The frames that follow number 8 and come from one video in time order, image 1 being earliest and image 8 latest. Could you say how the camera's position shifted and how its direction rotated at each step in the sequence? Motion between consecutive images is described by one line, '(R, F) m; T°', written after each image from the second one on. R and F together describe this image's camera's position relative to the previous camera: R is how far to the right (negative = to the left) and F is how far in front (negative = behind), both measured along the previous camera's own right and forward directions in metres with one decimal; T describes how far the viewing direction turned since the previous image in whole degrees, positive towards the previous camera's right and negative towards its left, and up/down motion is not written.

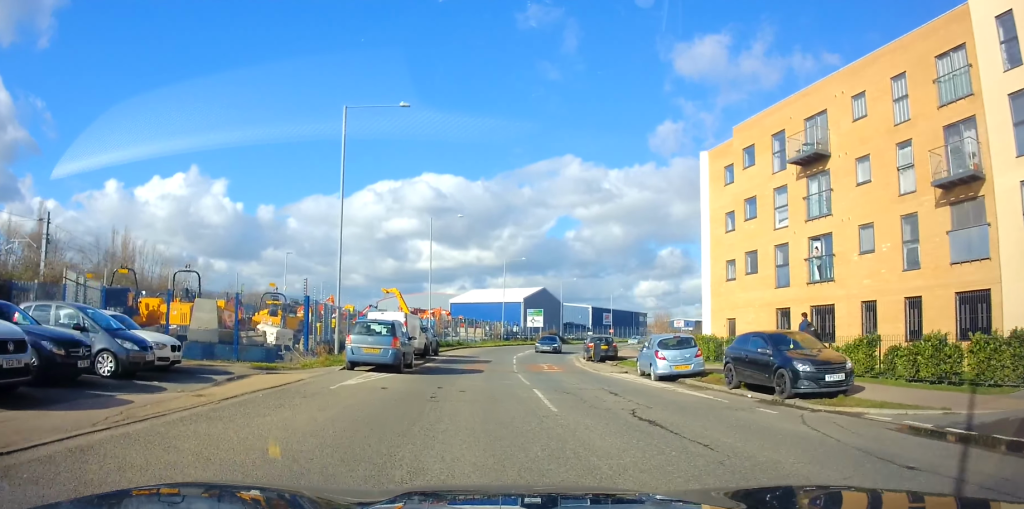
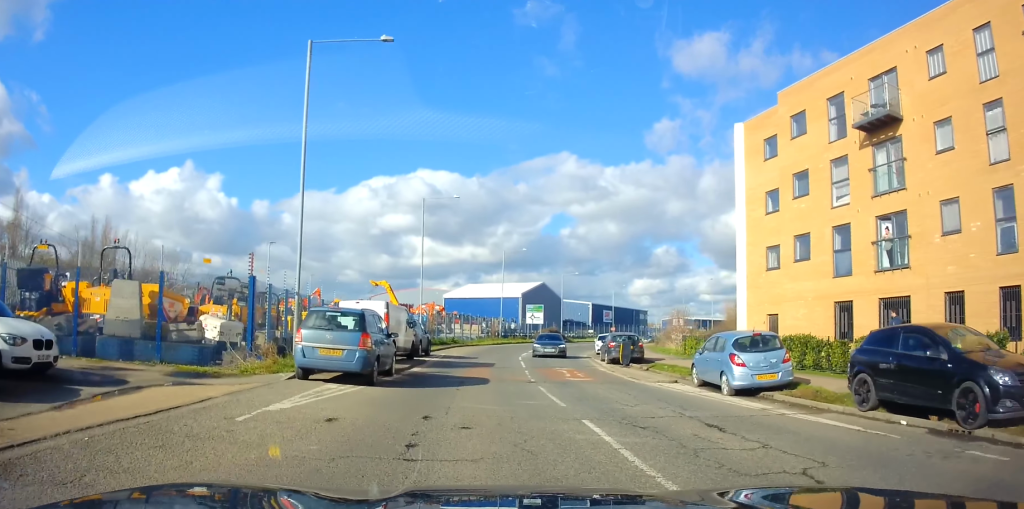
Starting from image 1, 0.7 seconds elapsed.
(0.0, +5.3) m; 0°
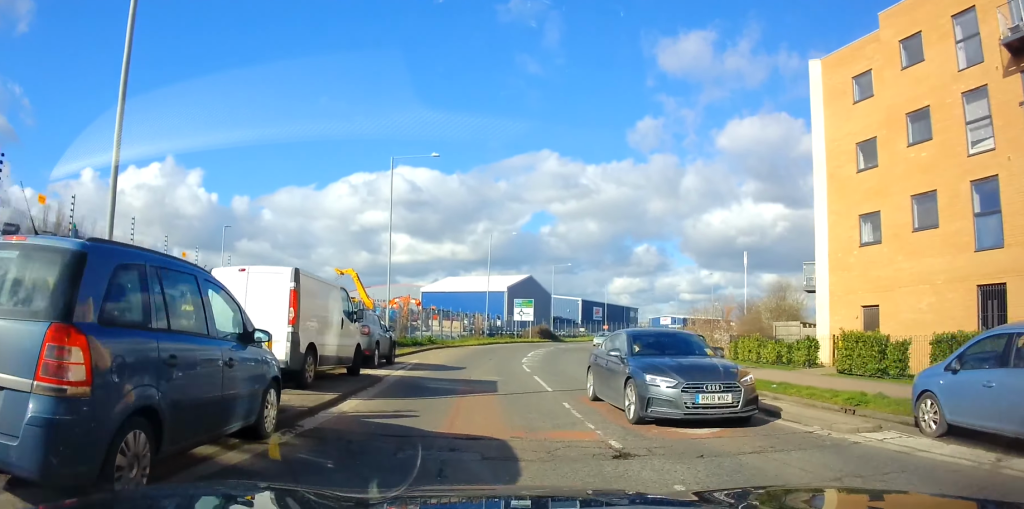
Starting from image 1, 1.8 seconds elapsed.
(+0.2, +9.2) m; +5°
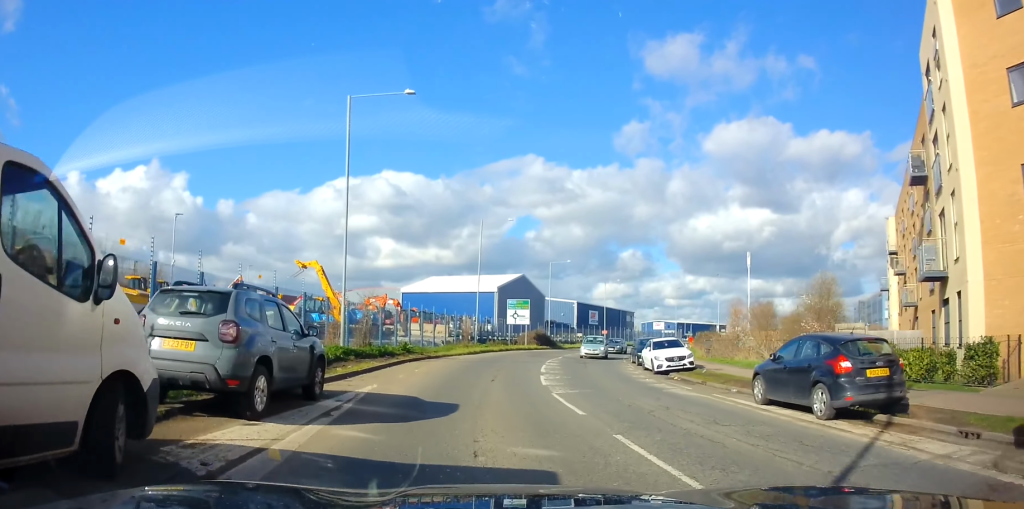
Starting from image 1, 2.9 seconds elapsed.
(+0.5, +9.1) m; +3°
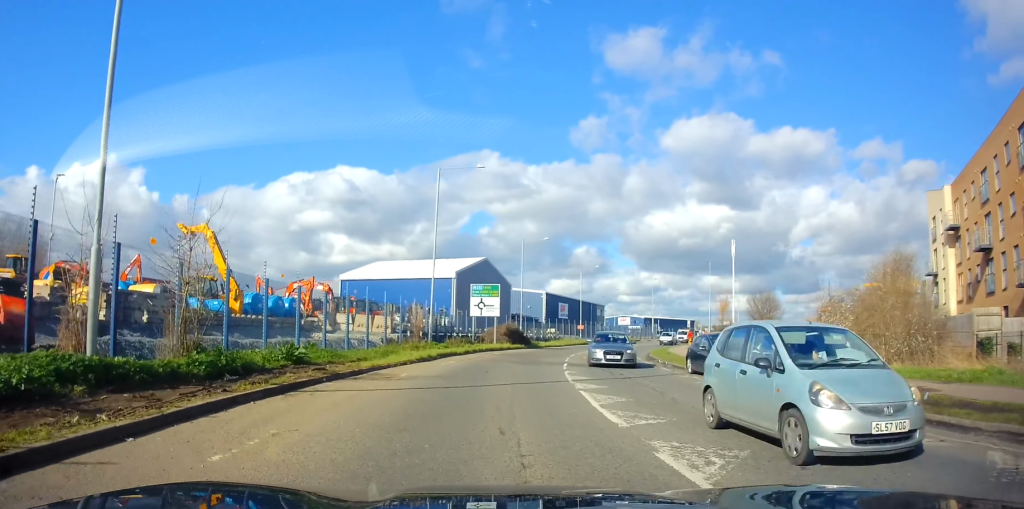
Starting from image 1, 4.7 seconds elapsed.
(-0.5, +13.5) m; -1°
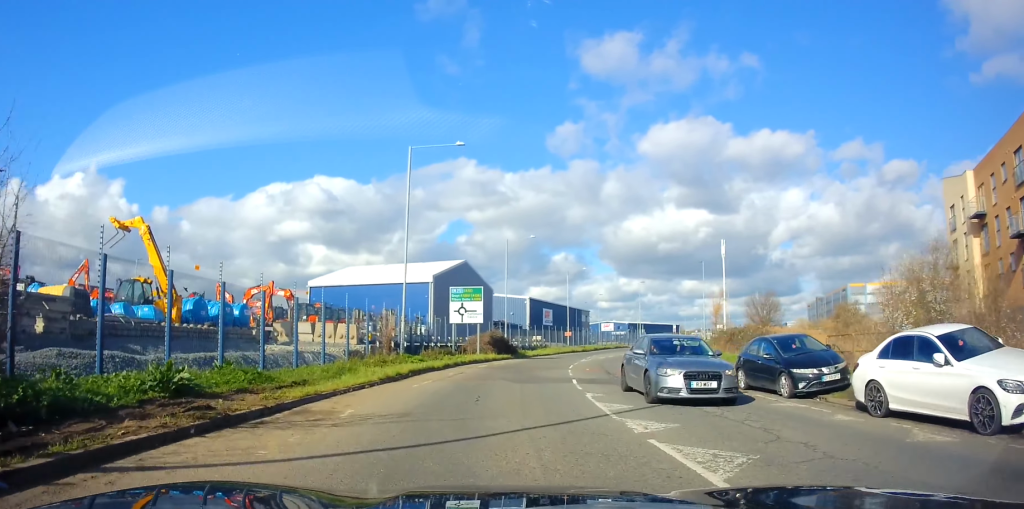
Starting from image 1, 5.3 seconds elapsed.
(+0.2, +5.2) m; +4°
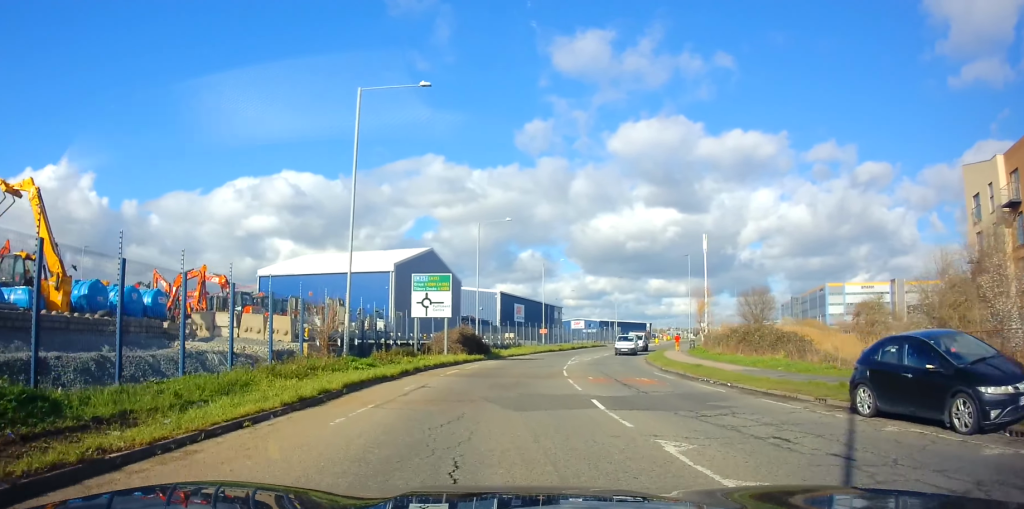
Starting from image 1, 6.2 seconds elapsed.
(+0.4, +6.4) m; +4°
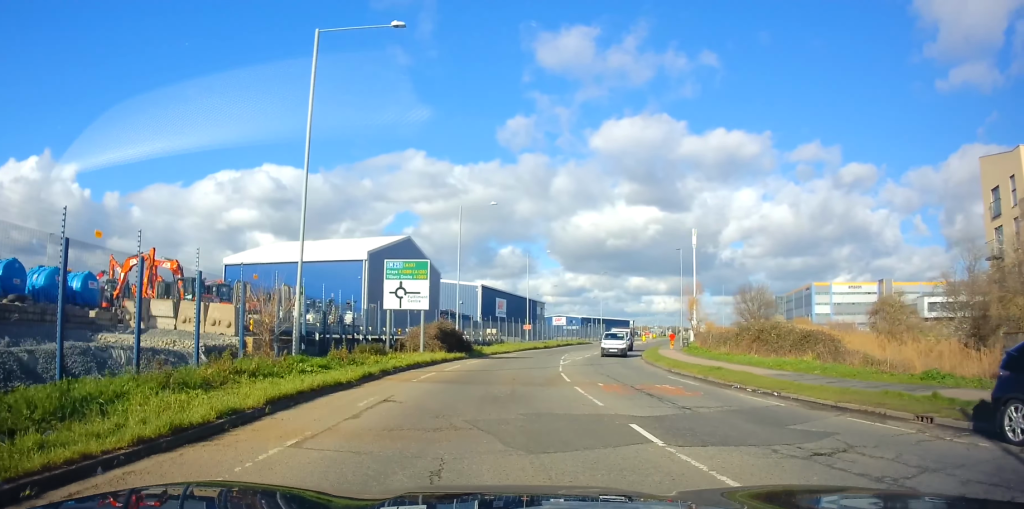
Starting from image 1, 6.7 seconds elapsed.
(+0.1, +4.1) m; +2°
